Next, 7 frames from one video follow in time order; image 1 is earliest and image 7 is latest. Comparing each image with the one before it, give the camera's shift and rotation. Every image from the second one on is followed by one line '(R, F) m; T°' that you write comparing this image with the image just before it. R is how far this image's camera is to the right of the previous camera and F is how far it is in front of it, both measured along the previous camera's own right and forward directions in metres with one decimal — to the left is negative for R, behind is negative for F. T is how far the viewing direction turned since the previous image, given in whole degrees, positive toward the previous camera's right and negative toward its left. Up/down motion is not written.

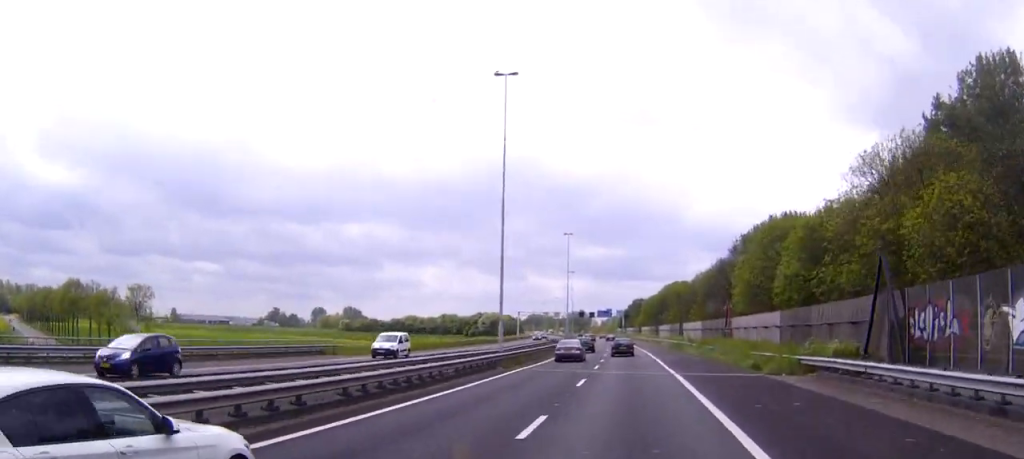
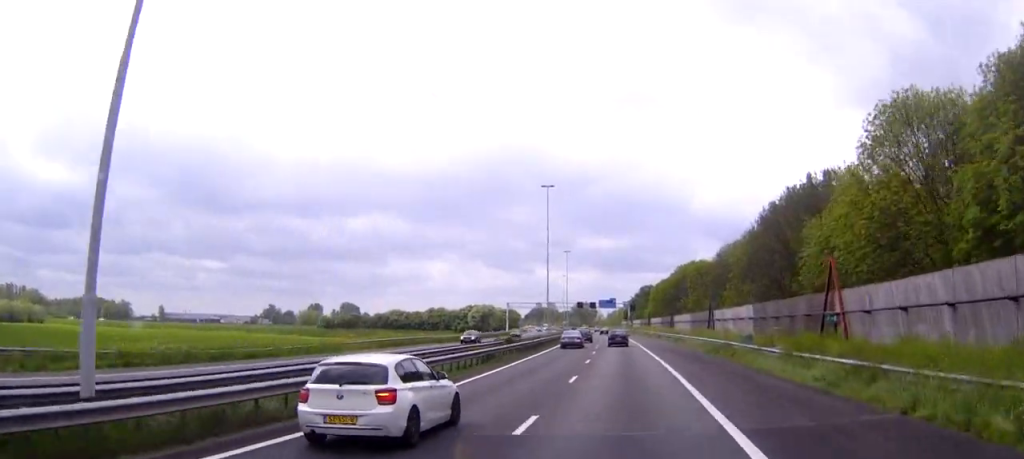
(0.0, +34.9) m; 0°
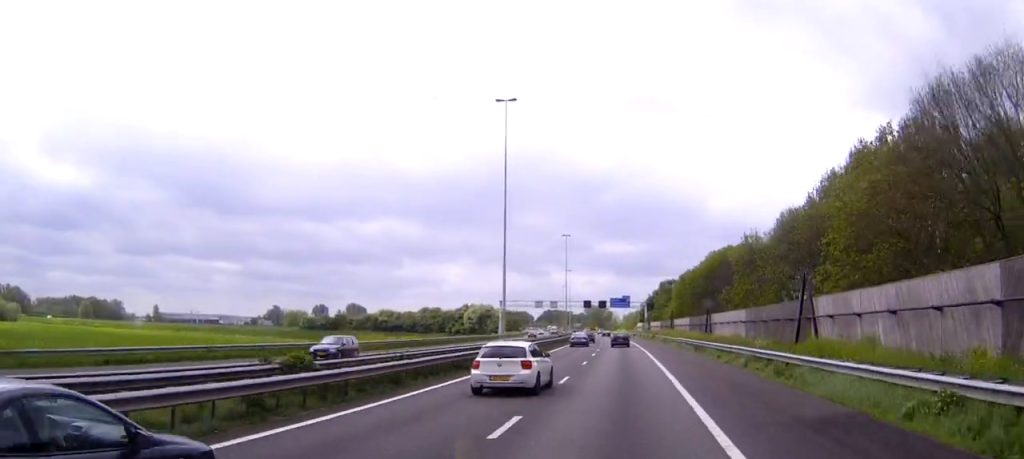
(-0.2, +36.2) m; -1°
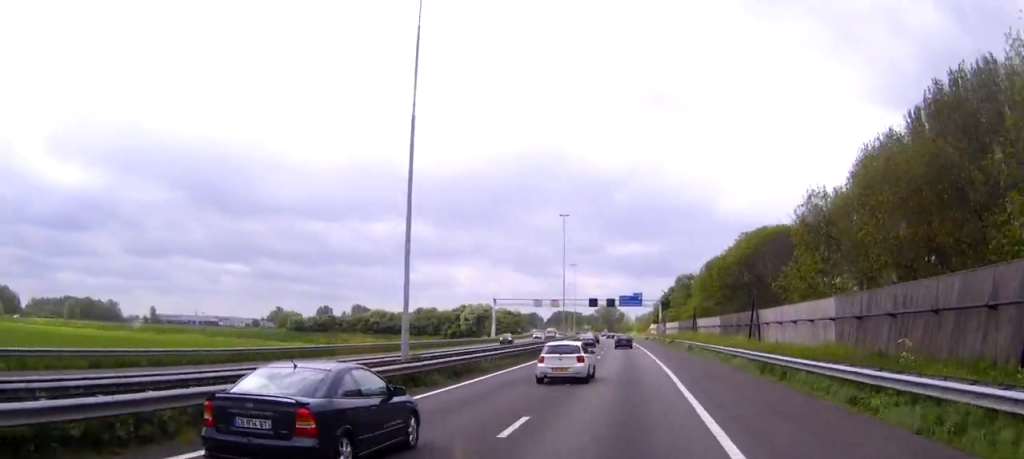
(-0.3, +23.3) m; -1°
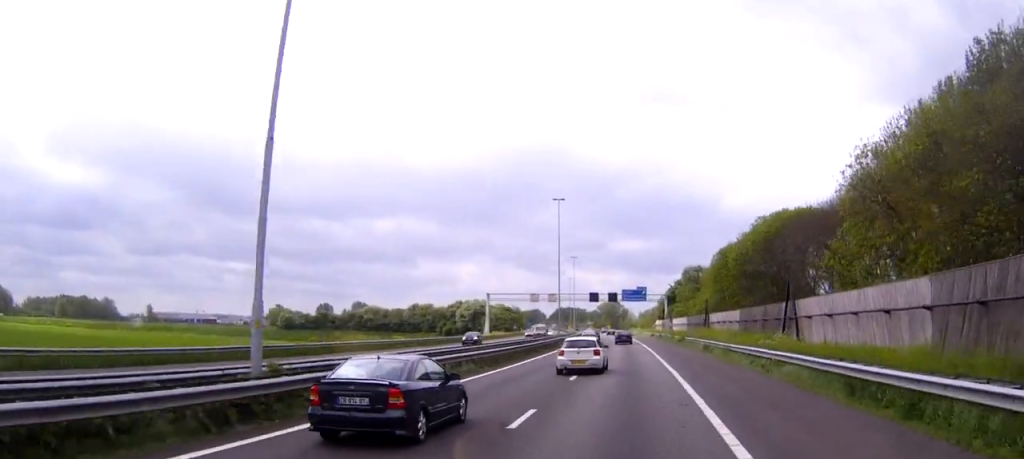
(-0.1, +11.2) m; -1°
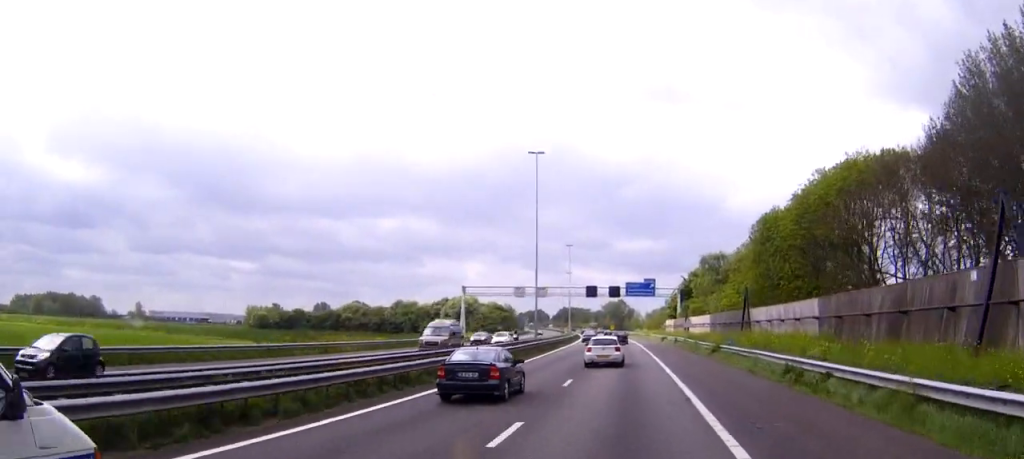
(-0.5, +25.7) m; -3°
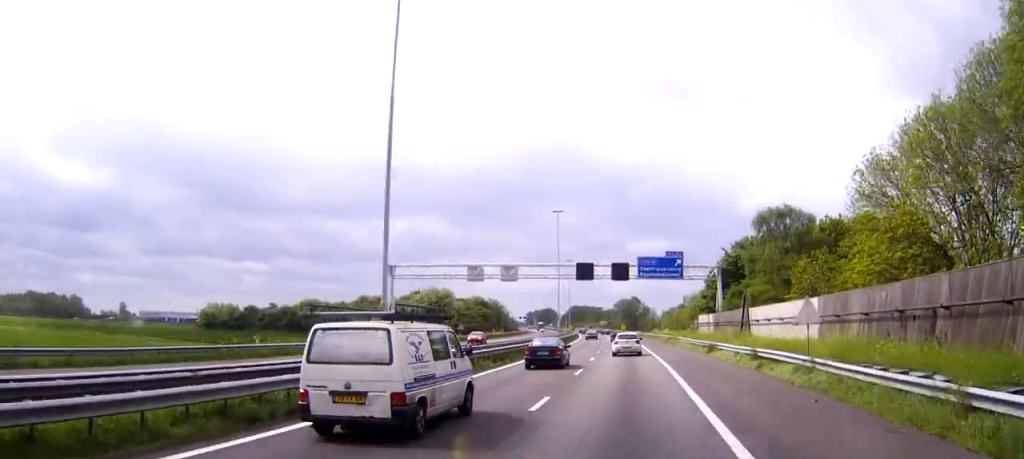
(-1.4, +43.6) m; -2°
